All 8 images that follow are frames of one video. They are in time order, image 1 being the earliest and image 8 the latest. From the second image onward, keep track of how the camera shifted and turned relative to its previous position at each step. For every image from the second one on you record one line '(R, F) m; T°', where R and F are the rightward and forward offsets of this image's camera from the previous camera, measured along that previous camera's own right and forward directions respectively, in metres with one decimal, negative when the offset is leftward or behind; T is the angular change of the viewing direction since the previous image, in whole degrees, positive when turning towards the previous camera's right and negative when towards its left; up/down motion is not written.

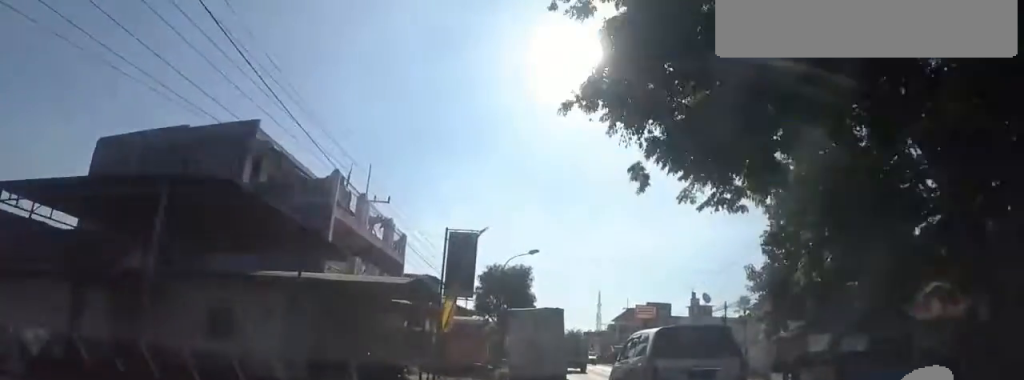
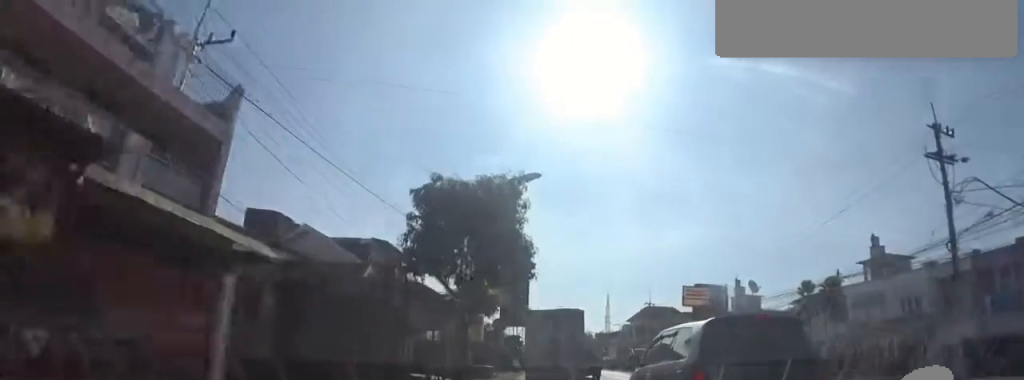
(+0.3, +15.2) m; -4°
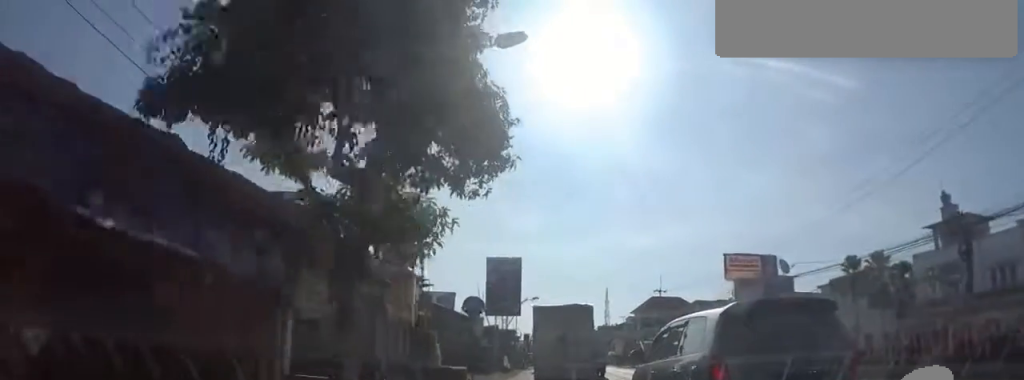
(-1.2, +8.6) m; 0°
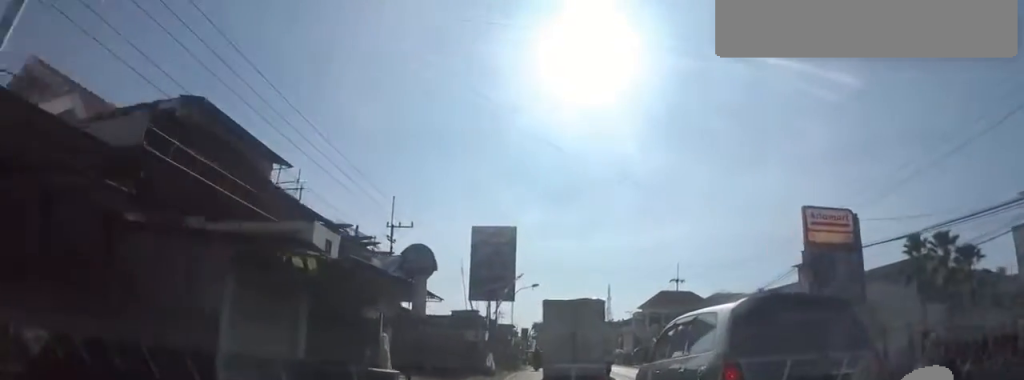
(+1.2, +8.0) m; +2°
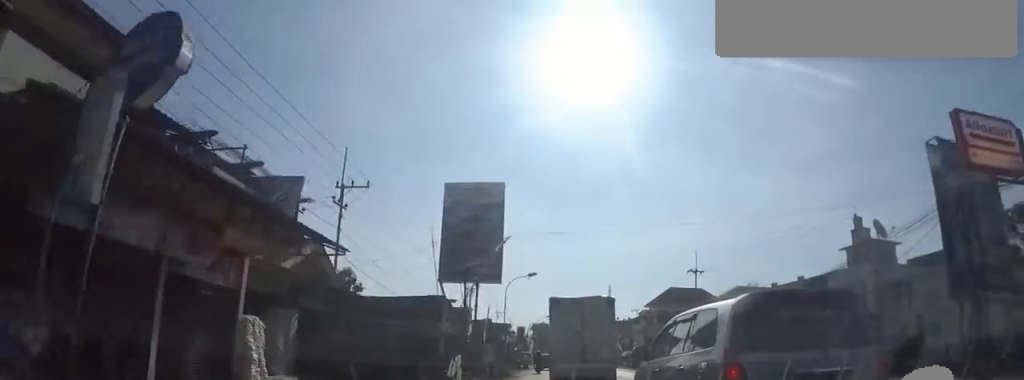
(-0.7, +7.4) m; +1°
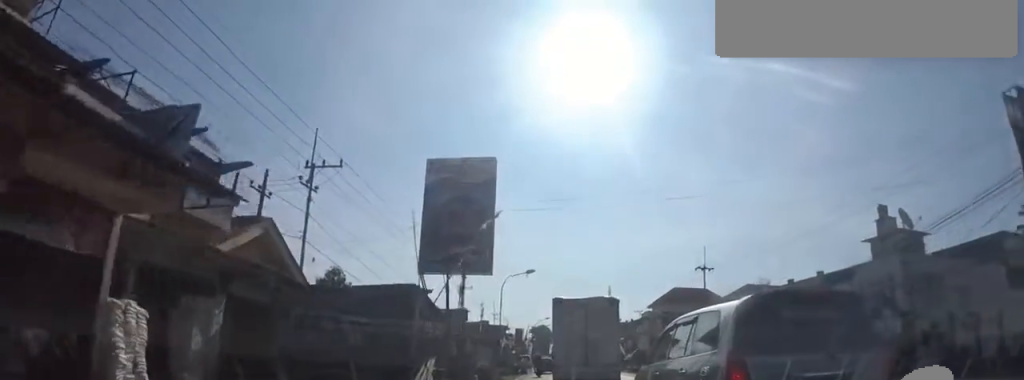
(+0.1, +3.0) m; 0°
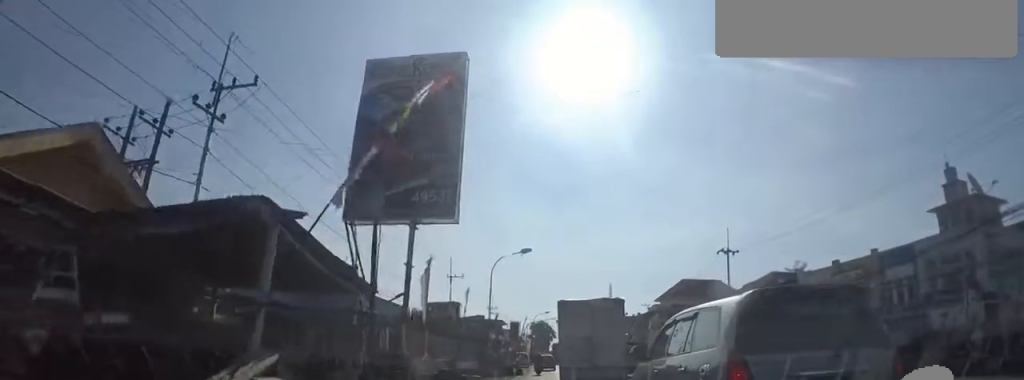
(+0.5, +6.7) m; 0°
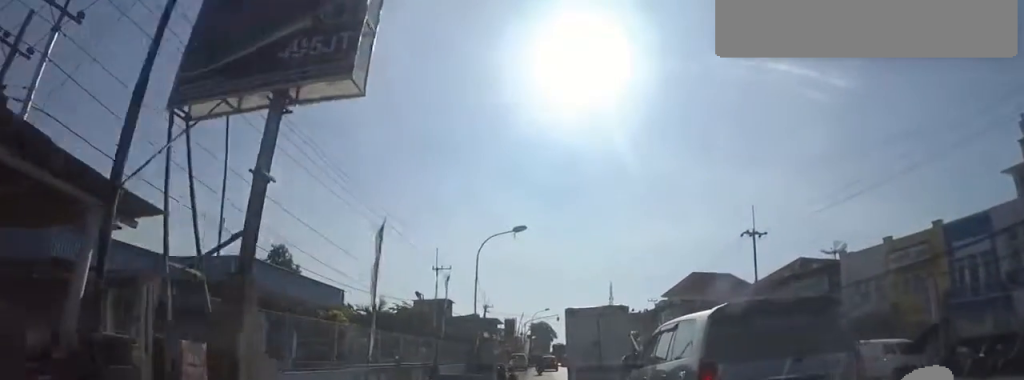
(-0.5, +6.6) m; -1°
